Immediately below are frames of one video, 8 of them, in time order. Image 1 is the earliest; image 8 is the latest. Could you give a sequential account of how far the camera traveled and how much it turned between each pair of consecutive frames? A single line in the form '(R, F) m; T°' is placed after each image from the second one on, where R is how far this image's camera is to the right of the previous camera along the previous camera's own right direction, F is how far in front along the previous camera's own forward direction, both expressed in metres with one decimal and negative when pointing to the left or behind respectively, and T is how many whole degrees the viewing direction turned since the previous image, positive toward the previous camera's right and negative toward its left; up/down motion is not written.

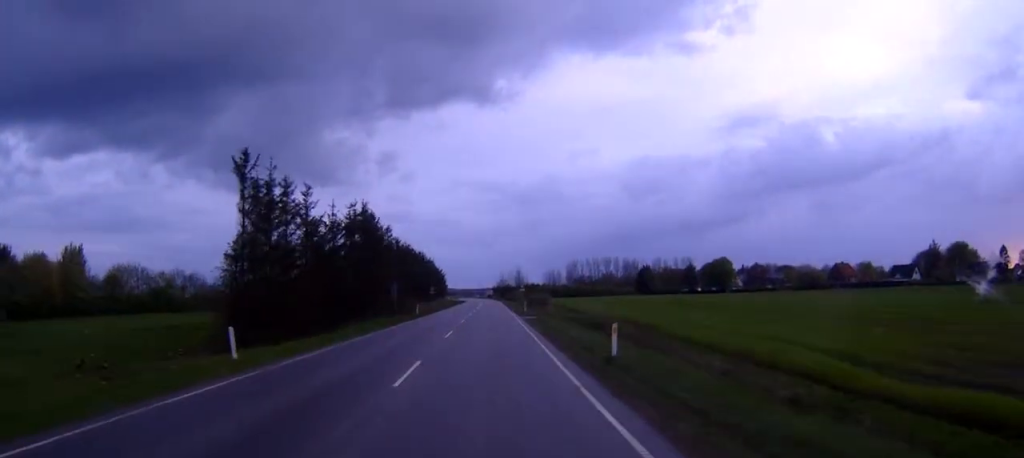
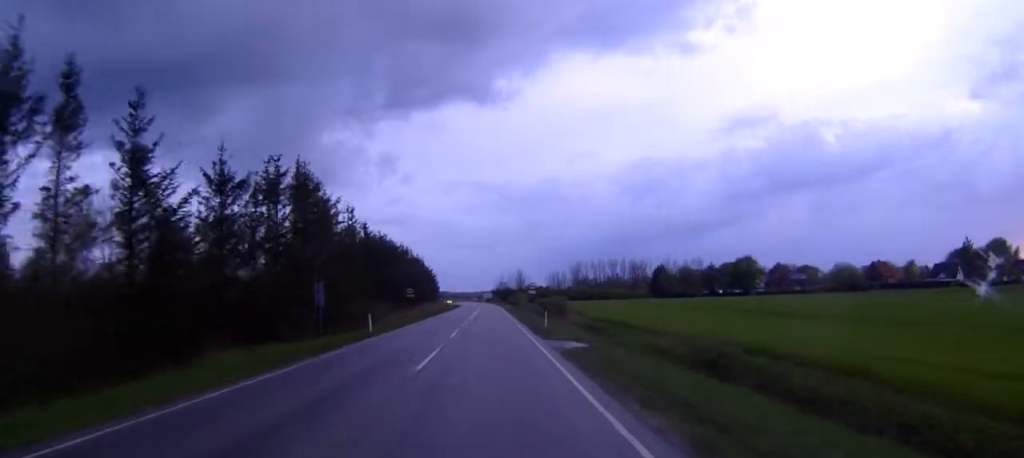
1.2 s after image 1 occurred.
(-0.1, +27.0) m; 0°
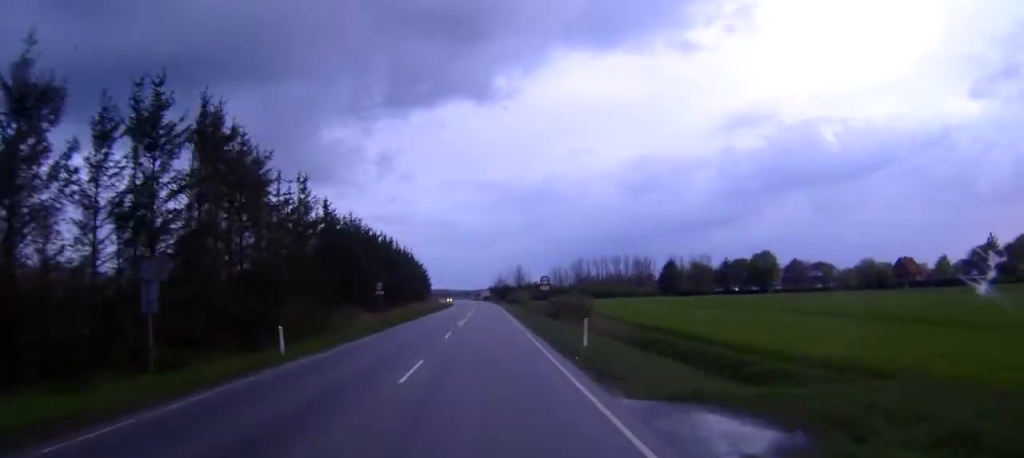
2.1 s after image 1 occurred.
(+0.1, +18.3) m; 0°
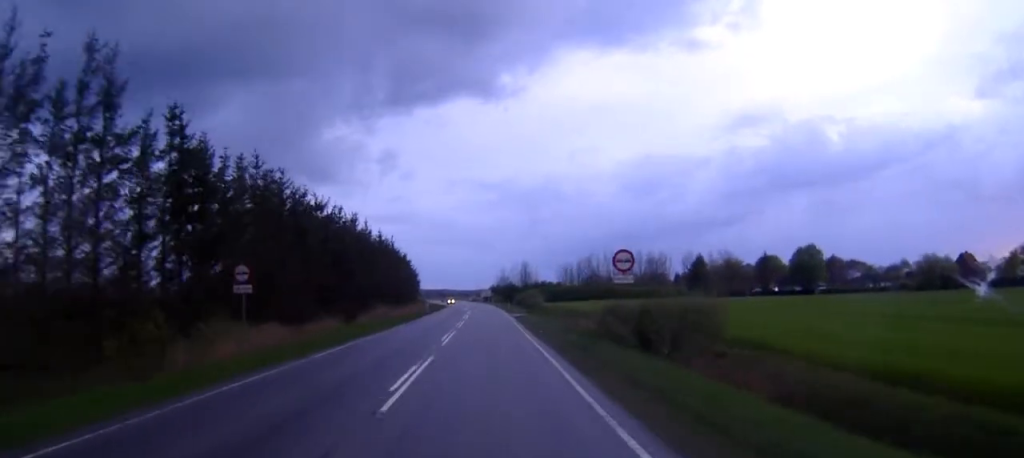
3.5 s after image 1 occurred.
(+0.2, +31.4) m; 0°
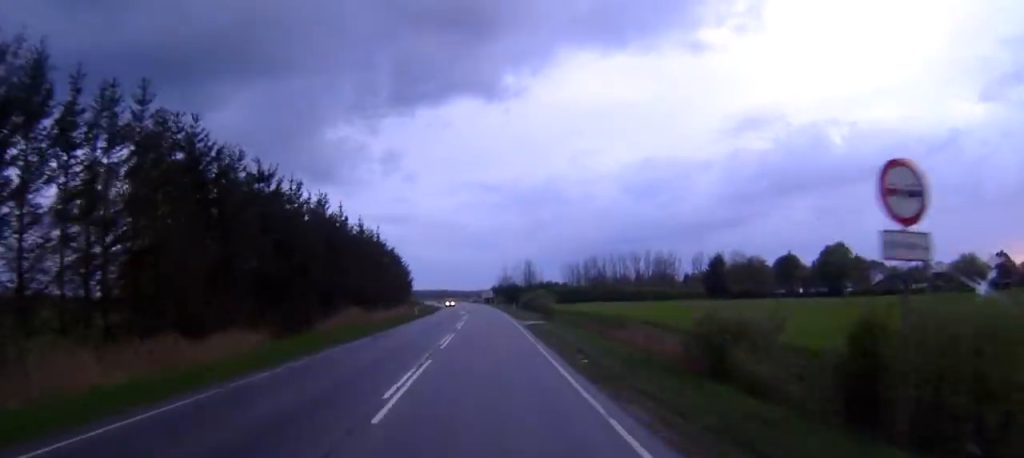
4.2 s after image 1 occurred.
(-0.1, +16.0) m; 0°
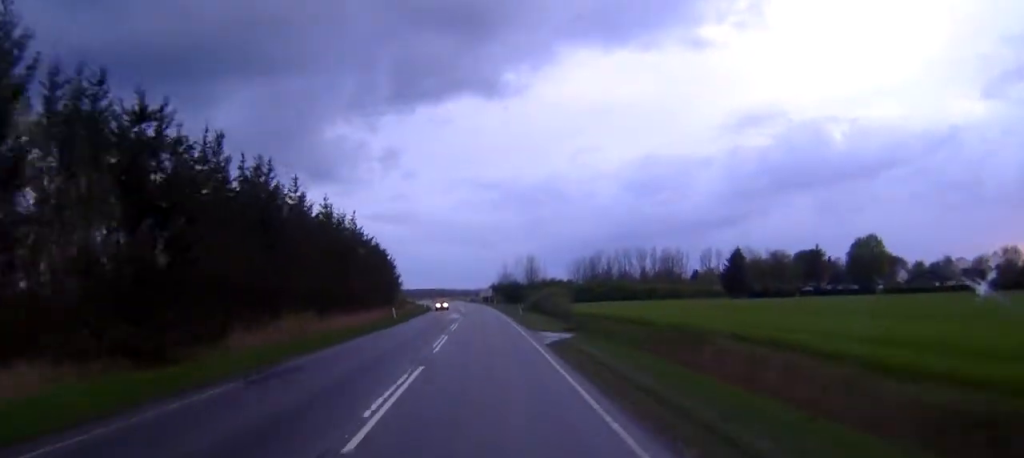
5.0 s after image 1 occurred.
(0.0, +16.9) m; 0°
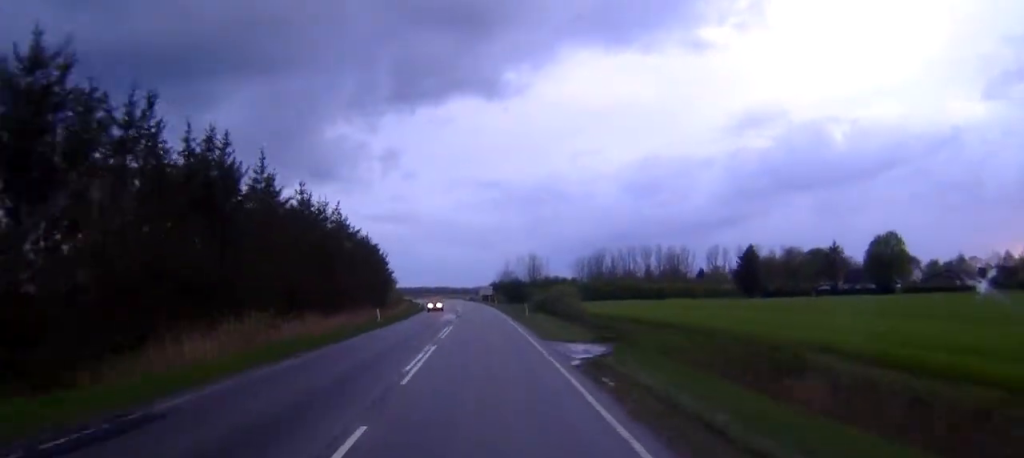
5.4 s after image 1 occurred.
(0.0, +8.8) m; 0°
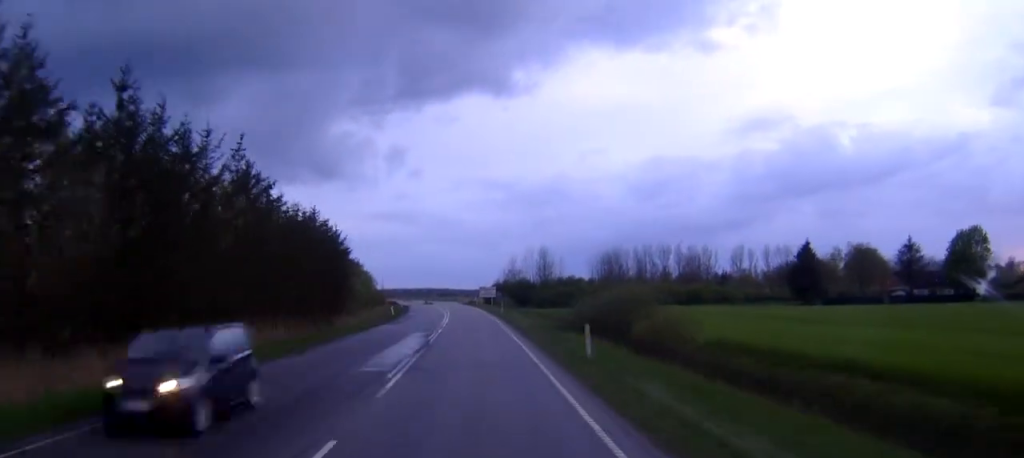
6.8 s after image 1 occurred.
(0.0, +30.8) m; 0°
